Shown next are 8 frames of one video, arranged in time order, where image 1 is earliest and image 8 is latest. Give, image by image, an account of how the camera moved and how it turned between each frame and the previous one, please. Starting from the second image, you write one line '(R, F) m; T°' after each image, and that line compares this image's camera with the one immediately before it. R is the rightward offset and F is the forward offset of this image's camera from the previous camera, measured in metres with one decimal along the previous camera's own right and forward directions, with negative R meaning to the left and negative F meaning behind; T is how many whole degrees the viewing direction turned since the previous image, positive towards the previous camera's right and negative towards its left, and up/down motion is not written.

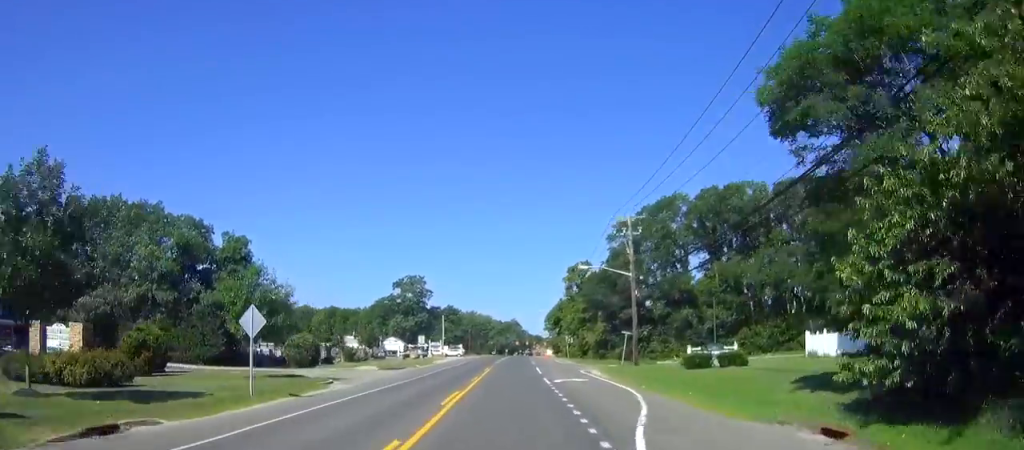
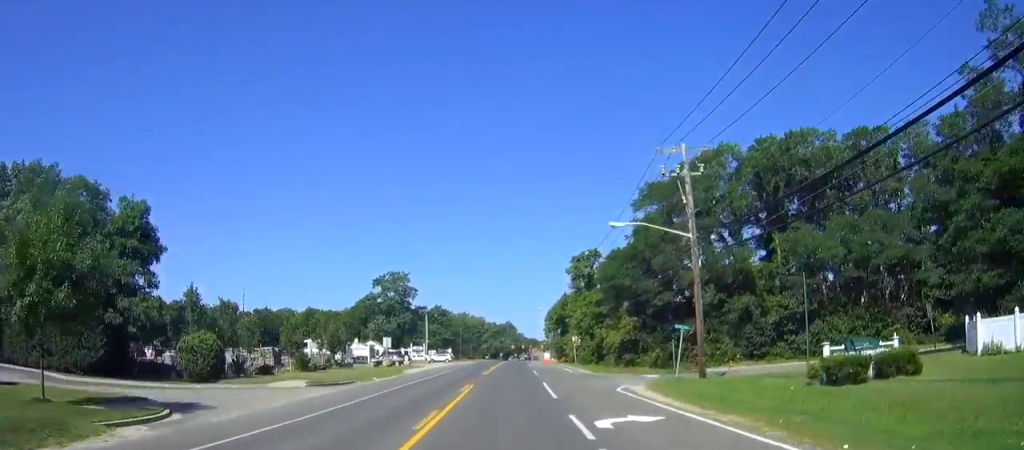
(+0.1, +16.8) m; 0°
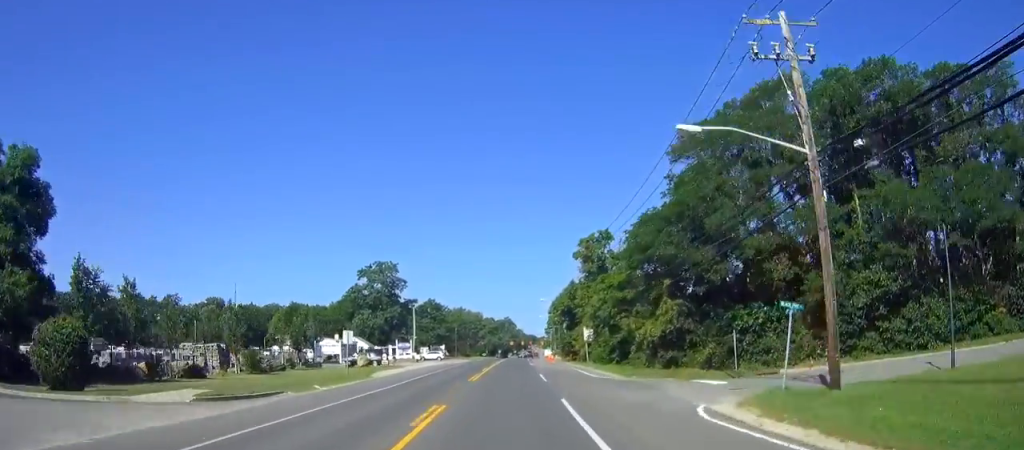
(0.0, +12.4) m; 0°
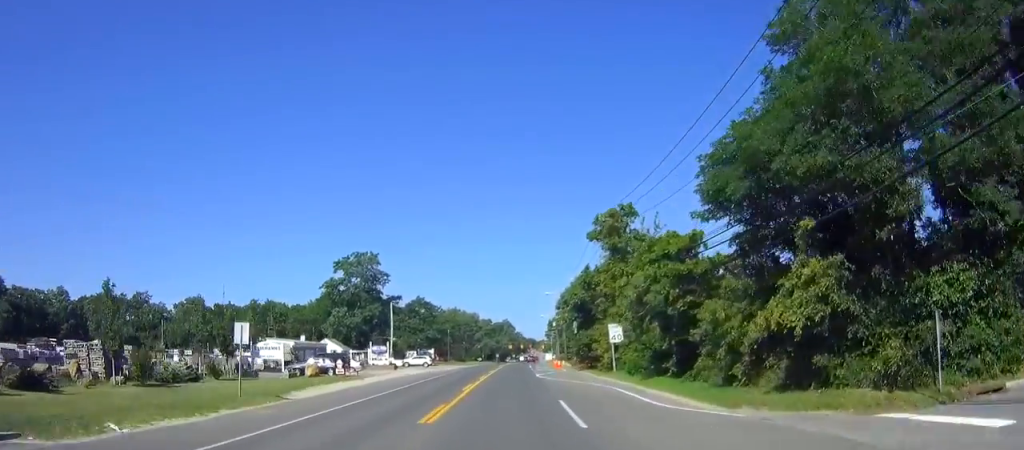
(0.0, +16.5) m; 0°
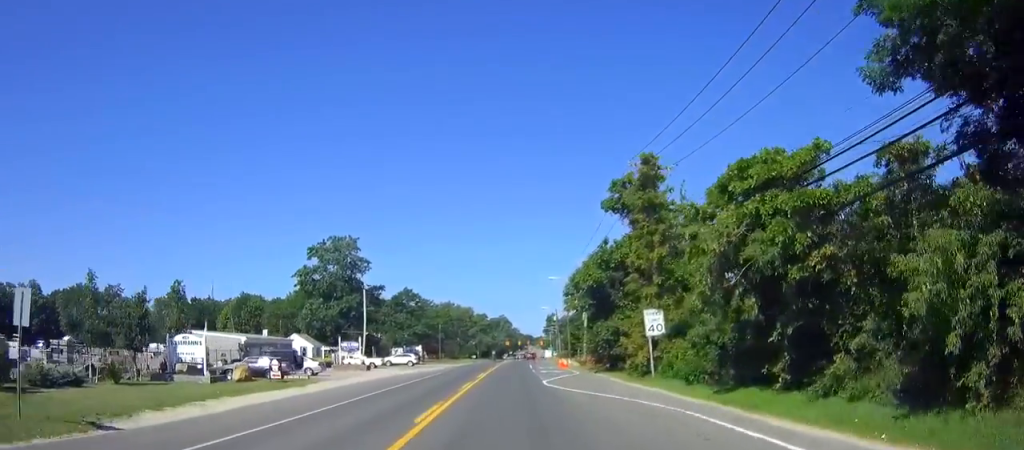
(0.0, +13.0) m; 0°
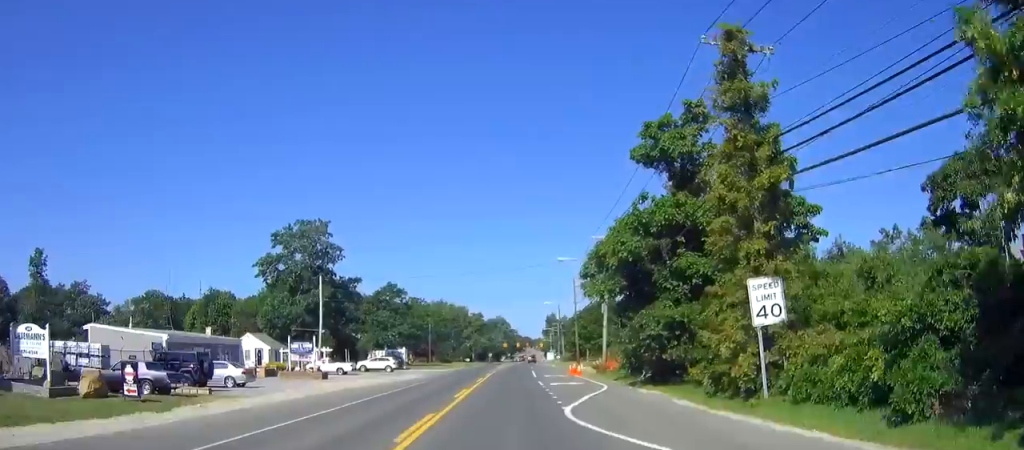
(0.0, +14.7) m; 0°
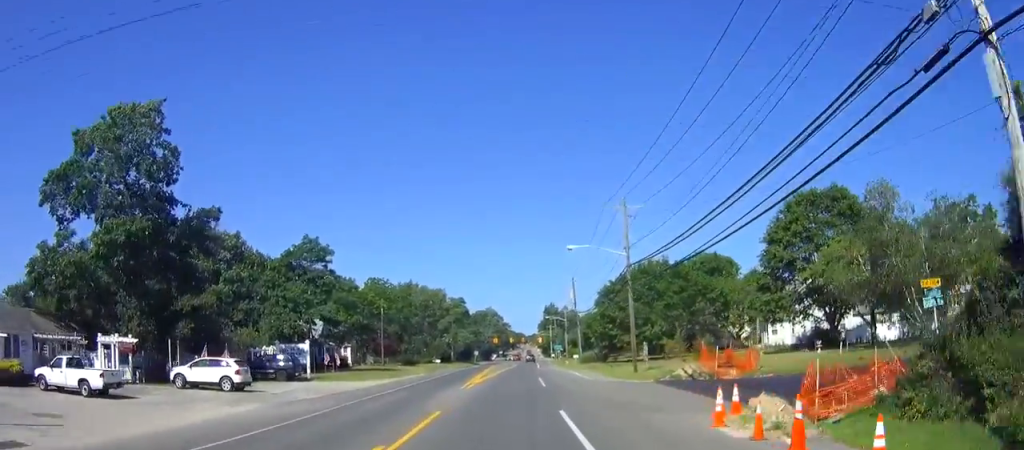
(+0.2, +42.2) m; +1°
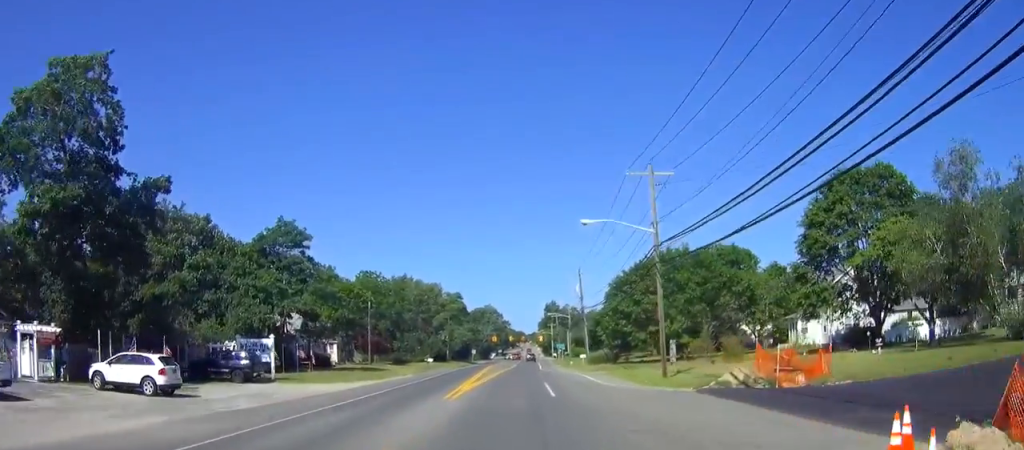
(0.0, +8.0) m; 0°
